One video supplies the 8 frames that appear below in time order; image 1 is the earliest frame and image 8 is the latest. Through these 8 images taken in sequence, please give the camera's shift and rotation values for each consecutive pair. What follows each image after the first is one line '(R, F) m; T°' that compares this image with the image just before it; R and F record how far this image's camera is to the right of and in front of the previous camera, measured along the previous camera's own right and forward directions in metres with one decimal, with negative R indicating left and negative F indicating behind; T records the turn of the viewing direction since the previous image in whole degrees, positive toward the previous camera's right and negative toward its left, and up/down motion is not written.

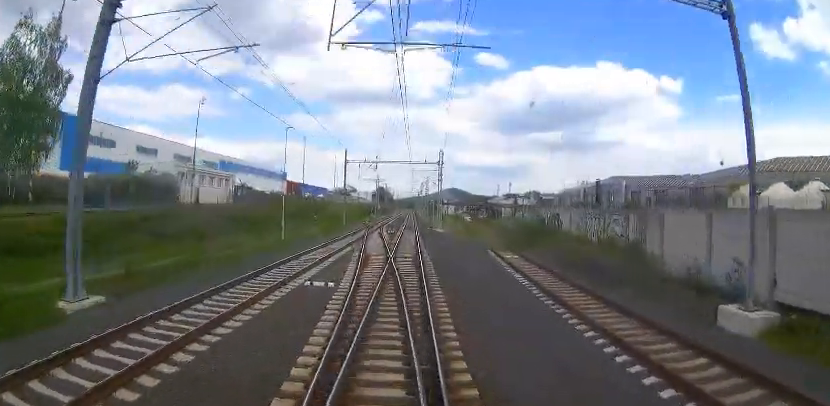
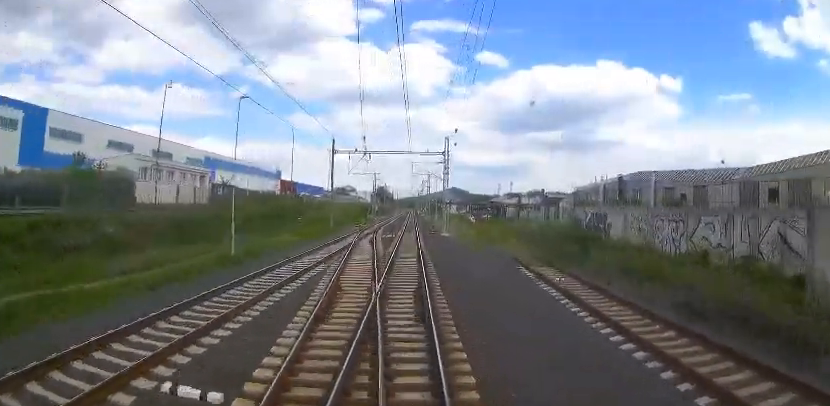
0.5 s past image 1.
(+0.2, +8.9) m; 0°
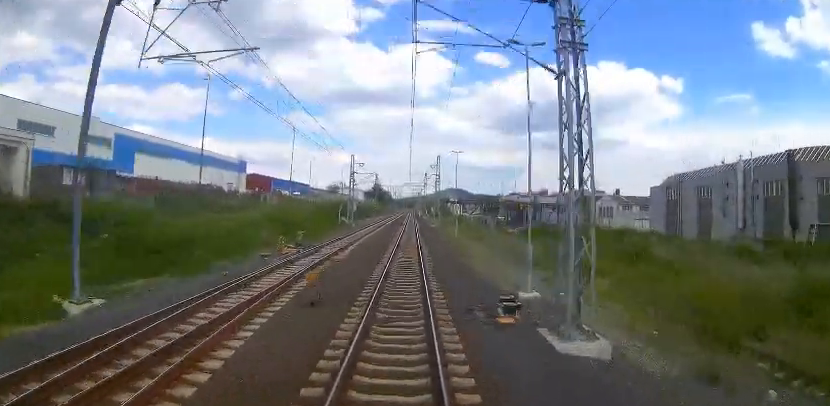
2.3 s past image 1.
(0.0, +36.0) m; 0°
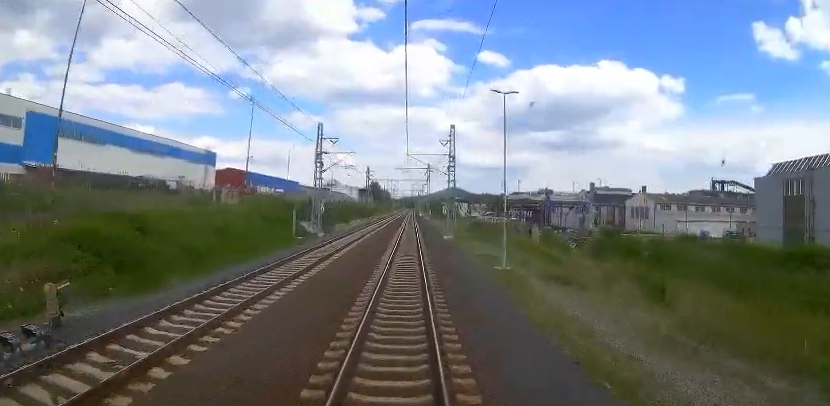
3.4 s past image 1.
(-0.5, +22.1) m; 0°
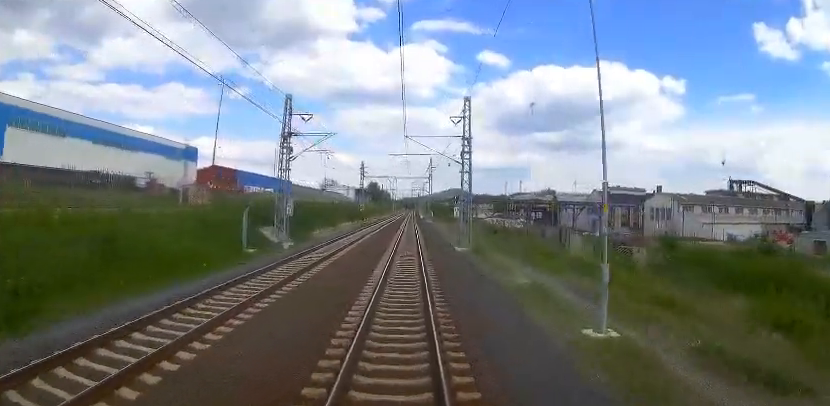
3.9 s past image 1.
(+0.3, +10.9) m; 0°
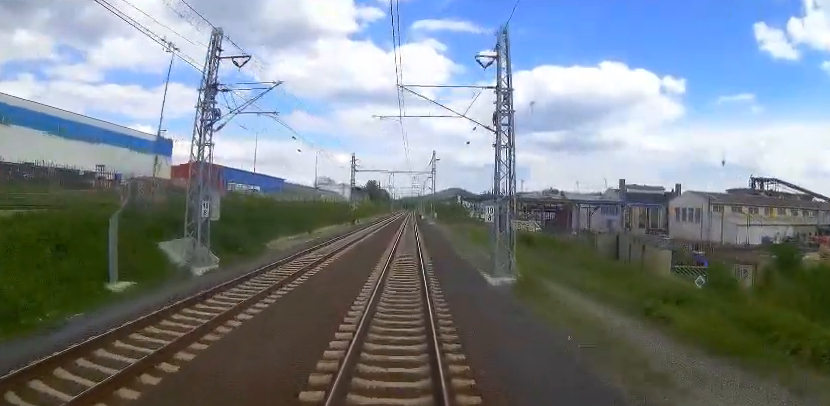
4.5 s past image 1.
(+0.2, +12.2) m; 0°
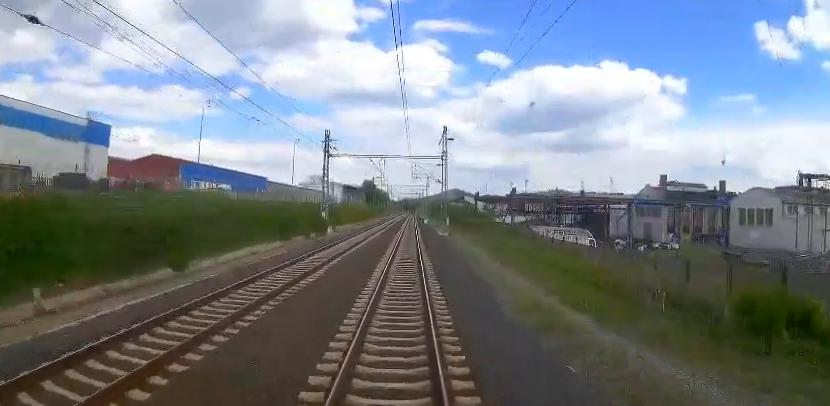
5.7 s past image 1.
(-0.3, +23.1) m; -1°
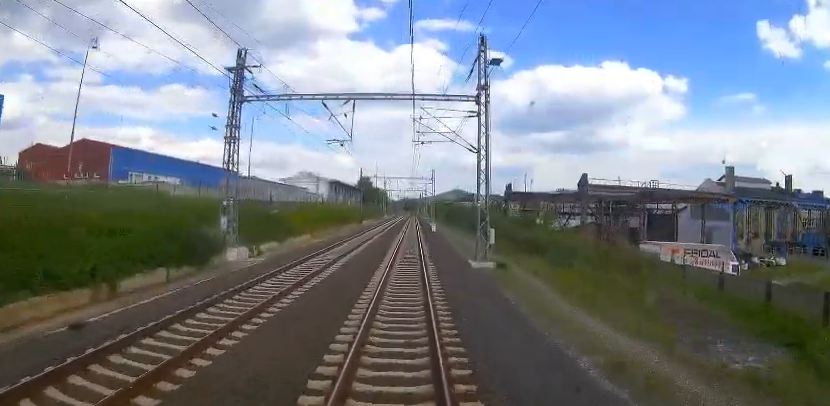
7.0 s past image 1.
(-0.2, +26.3) m; -1°
